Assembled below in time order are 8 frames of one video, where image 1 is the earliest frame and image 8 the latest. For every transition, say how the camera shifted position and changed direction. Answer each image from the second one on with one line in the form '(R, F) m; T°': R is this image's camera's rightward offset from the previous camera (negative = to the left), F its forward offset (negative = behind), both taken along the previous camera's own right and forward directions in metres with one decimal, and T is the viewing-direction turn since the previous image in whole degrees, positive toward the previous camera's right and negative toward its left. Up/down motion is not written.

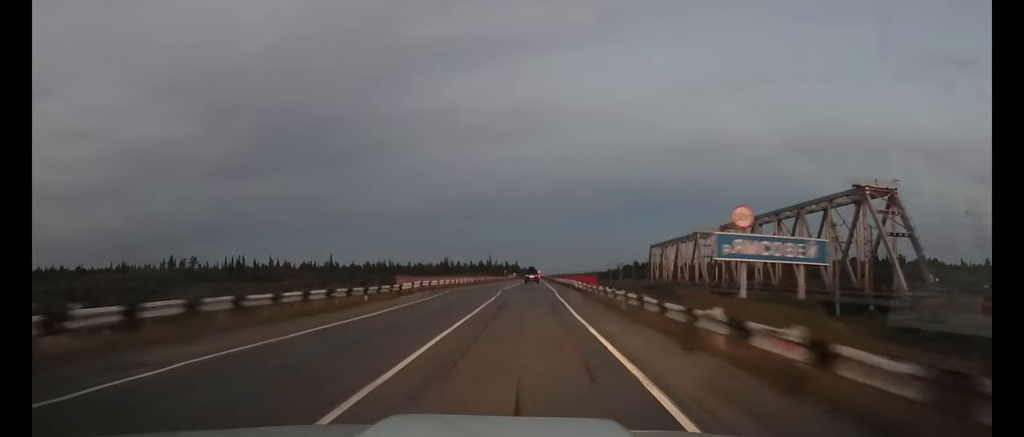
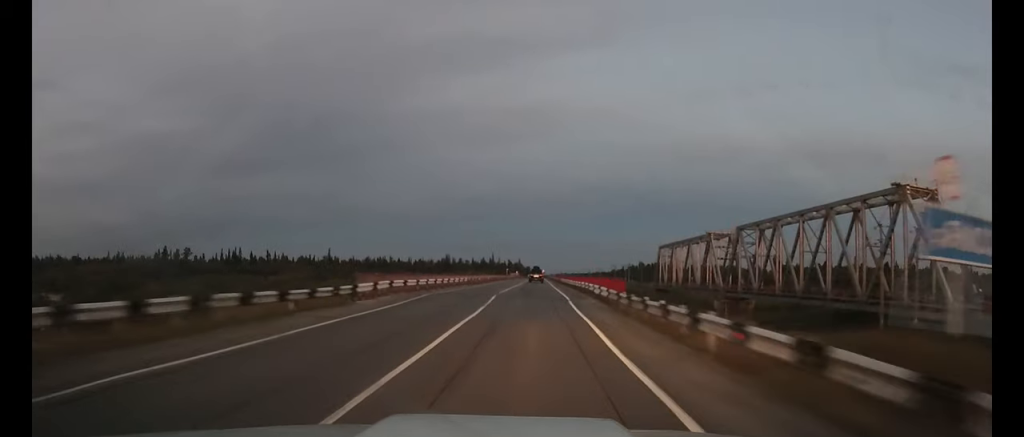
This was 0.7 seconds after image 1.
(0.0, +9.7) m; 0°
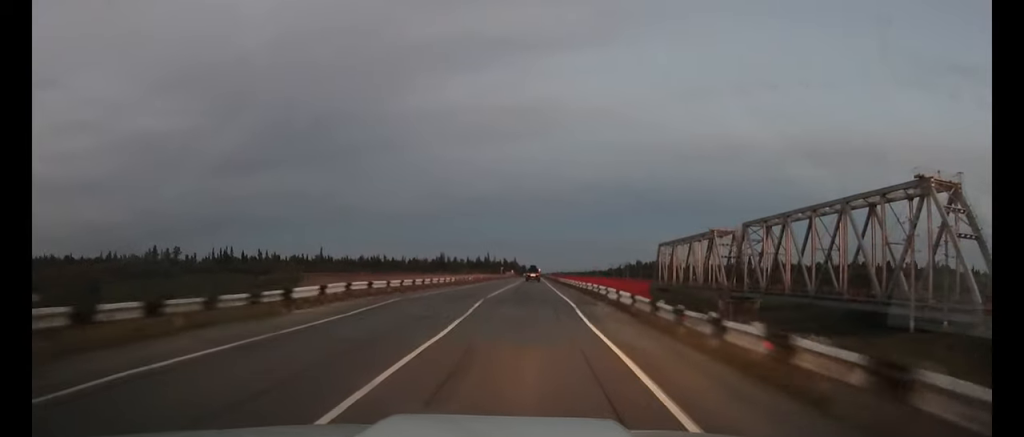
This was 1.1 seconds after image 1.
(0.0, +6.5) m; 0°
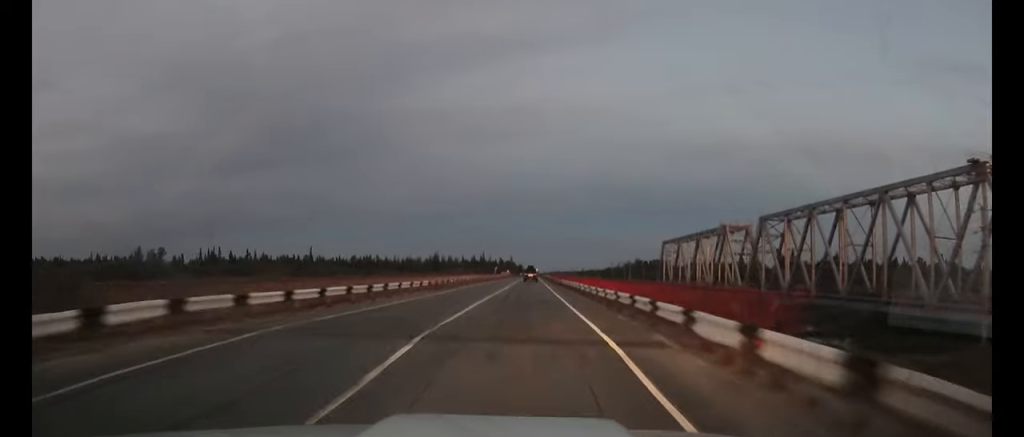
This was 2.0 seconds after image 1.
(0.0, +12.2) m; 0°
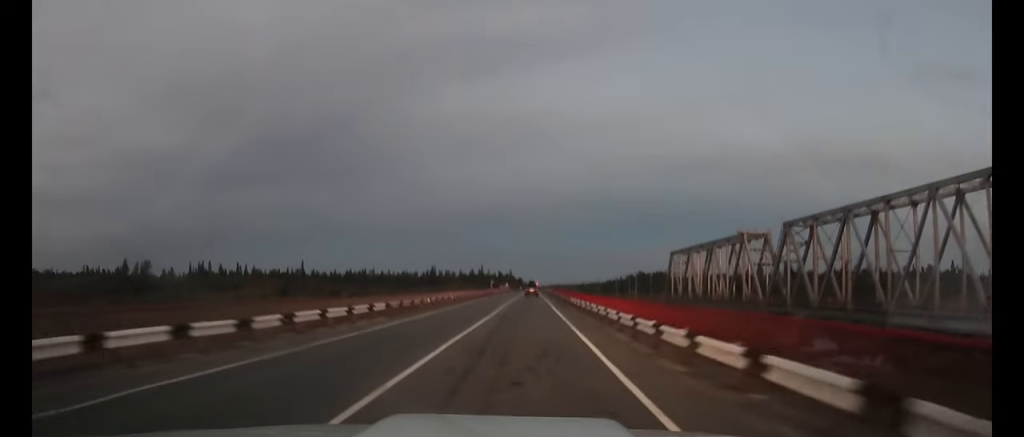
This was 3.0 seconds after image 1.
(+0.1, +12.5) m; 0°
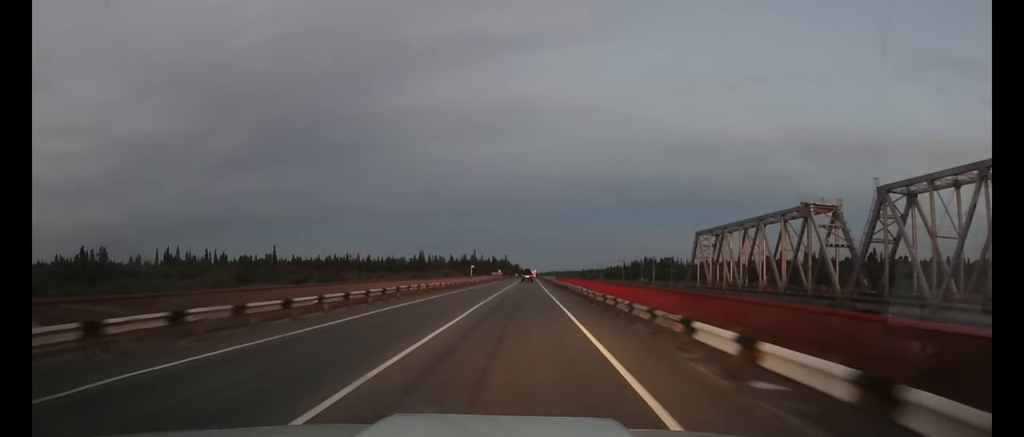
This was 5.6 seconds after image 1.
(+0.1, +33.1) m; 0°
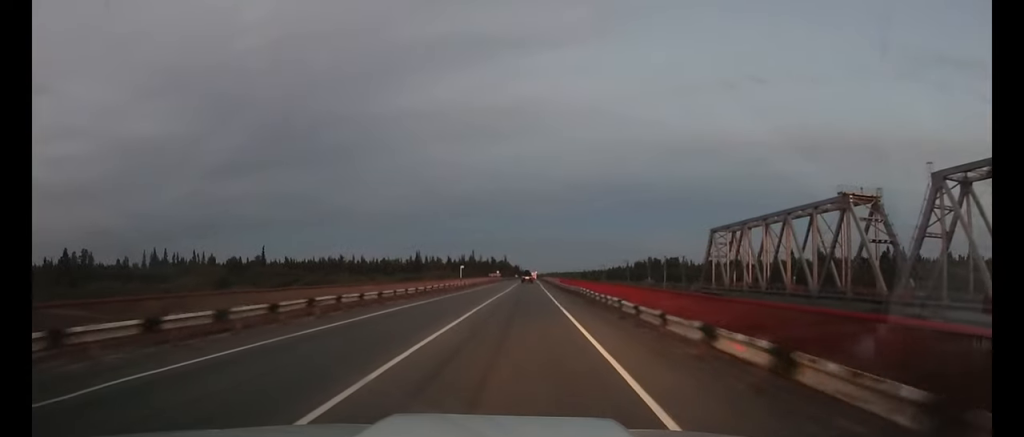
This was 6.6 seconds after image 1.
(0.0, +12.6) m; 0°
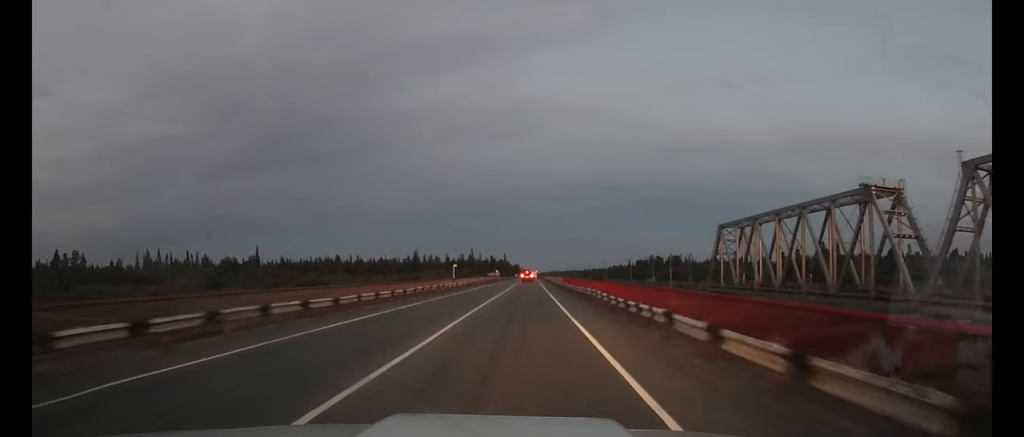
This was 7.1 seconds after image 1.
(0.0, +6.3) m; 0°
